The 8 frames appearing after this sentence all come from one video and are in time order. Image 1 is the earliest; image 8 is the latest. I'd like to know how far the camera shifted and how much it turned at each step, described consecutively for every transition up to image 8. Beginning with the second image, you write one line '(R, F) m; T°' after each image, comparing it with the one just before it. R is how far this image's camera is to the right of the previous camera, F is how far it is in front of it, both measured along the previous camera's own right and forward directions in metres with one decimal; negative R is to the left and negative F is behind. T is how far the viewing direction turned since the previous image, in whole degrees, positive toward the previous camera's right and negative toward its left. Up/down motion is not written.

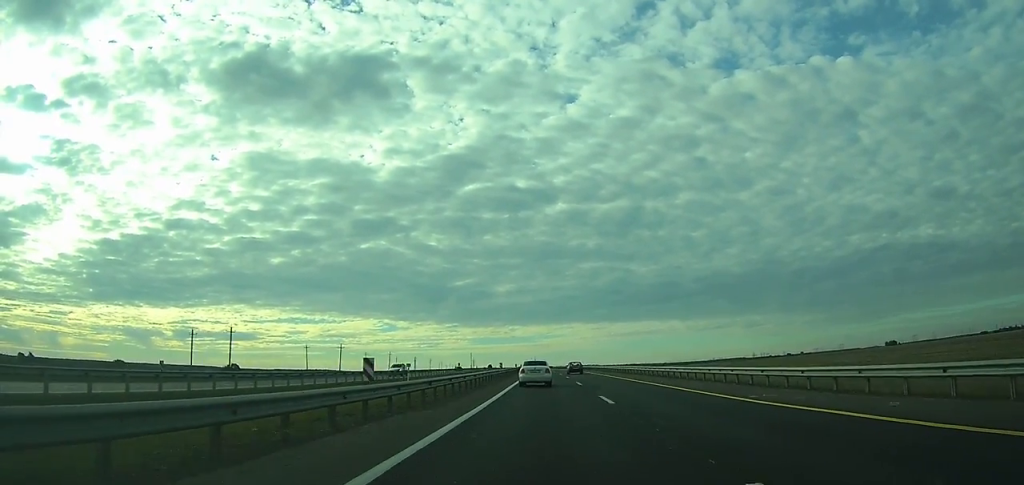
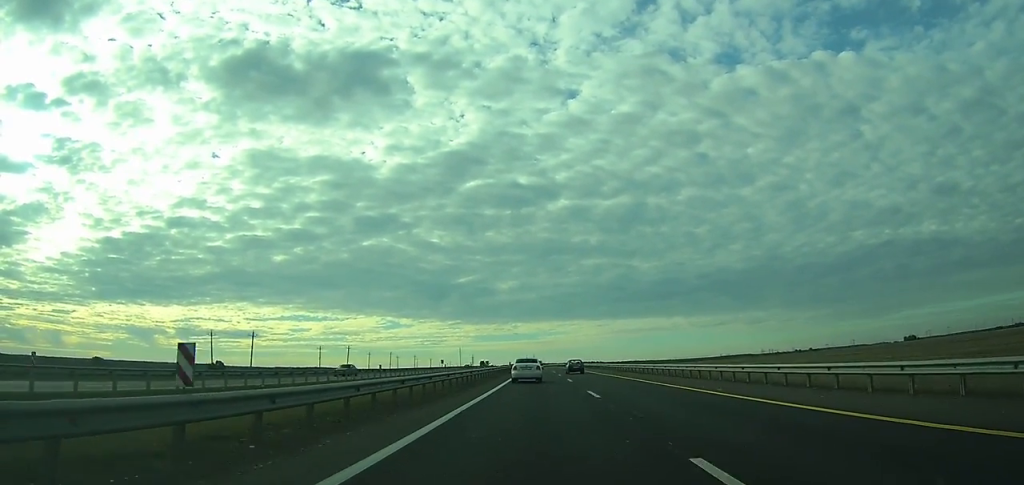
(-0.1, +46.2) m; -1°
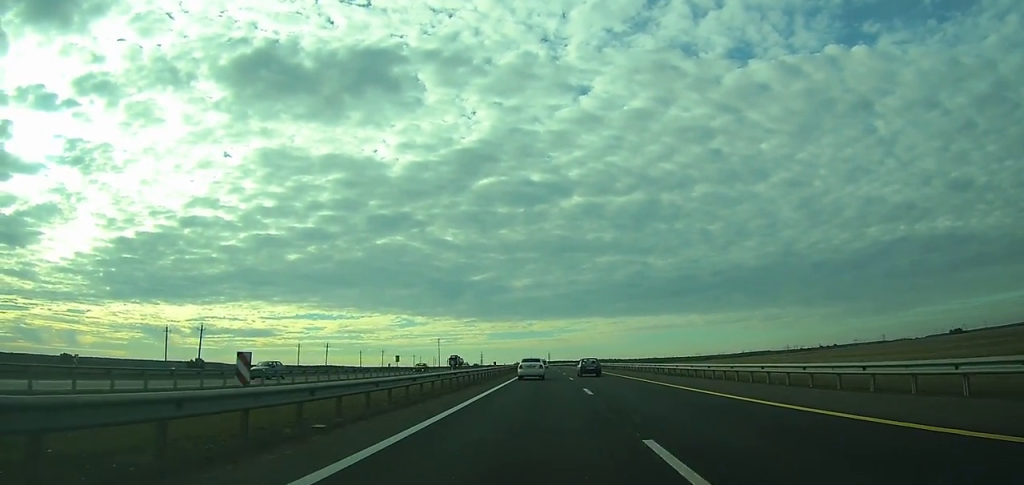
(-0.8, +76.8) m; -1°
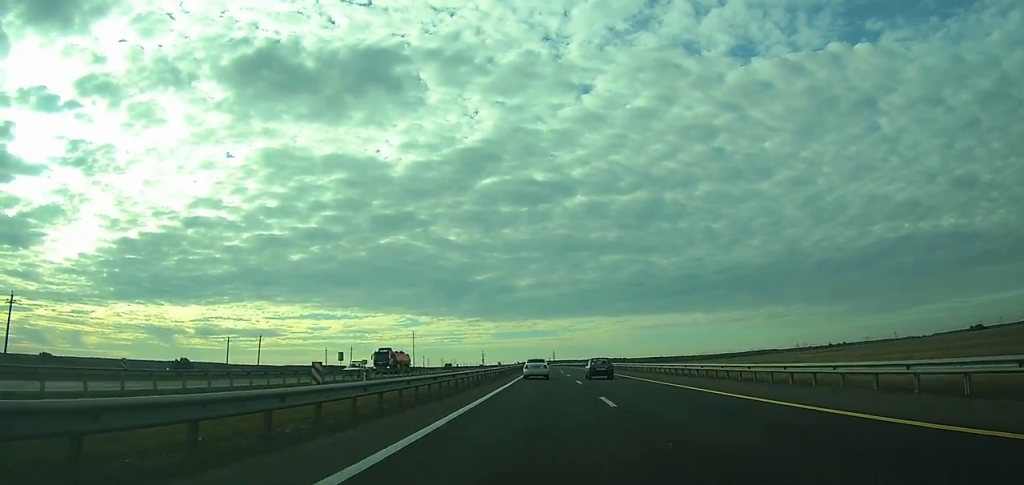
(-0.2, +39.4) m; 0°
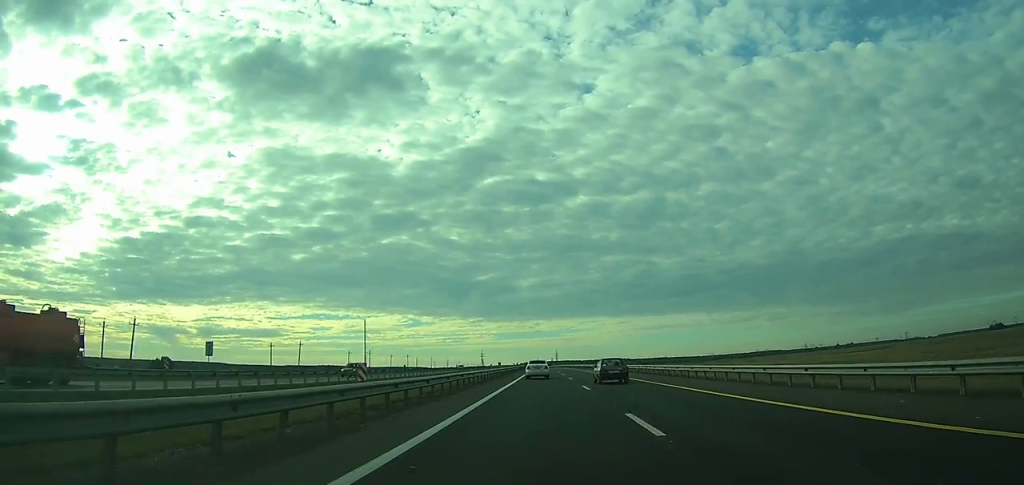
(-0.2, +38.9) m; 0°
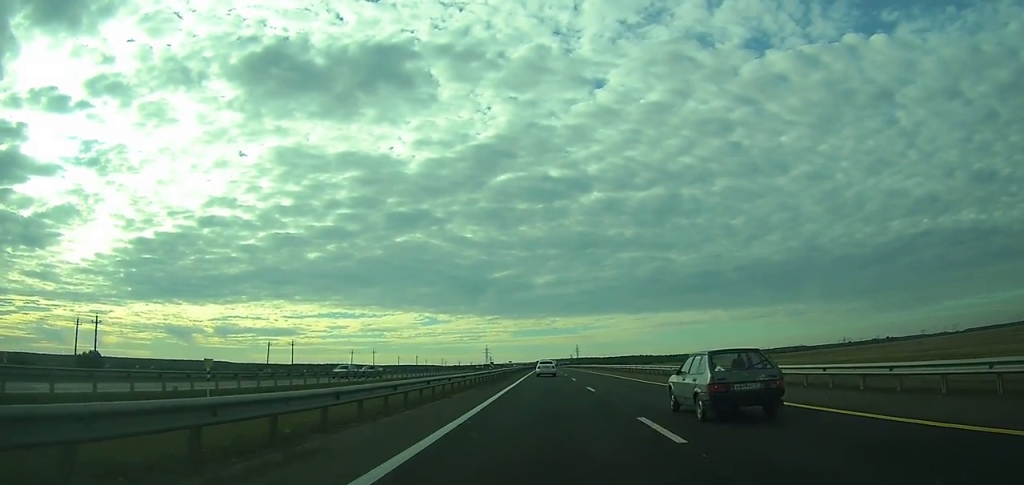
(-1.8, +125.3) m; -2°
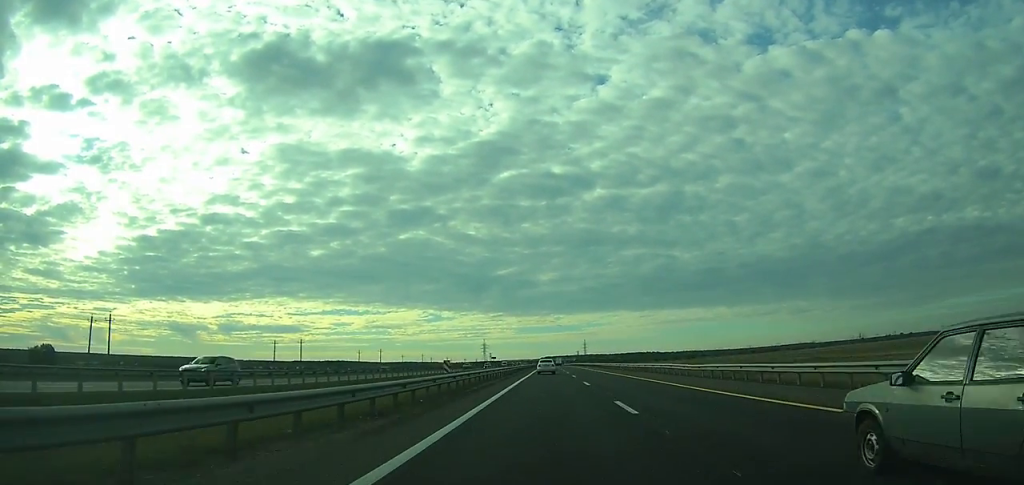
(-0.3, +53.5) m; 0°
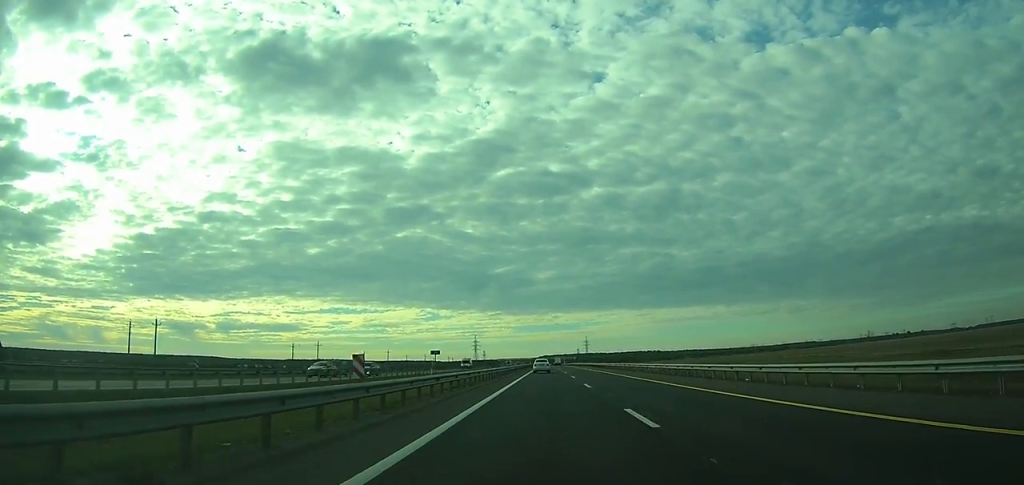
(-0.1, +48.3) m; 0°
